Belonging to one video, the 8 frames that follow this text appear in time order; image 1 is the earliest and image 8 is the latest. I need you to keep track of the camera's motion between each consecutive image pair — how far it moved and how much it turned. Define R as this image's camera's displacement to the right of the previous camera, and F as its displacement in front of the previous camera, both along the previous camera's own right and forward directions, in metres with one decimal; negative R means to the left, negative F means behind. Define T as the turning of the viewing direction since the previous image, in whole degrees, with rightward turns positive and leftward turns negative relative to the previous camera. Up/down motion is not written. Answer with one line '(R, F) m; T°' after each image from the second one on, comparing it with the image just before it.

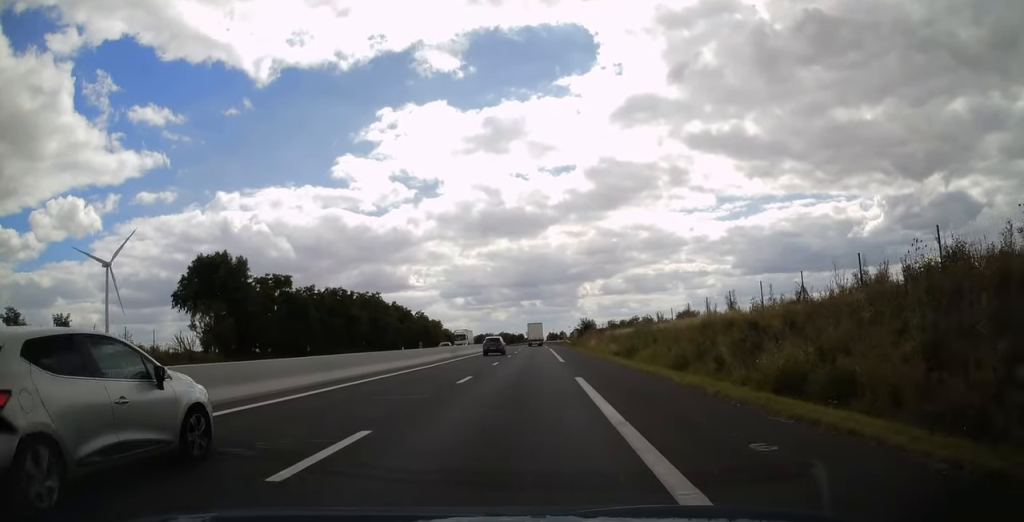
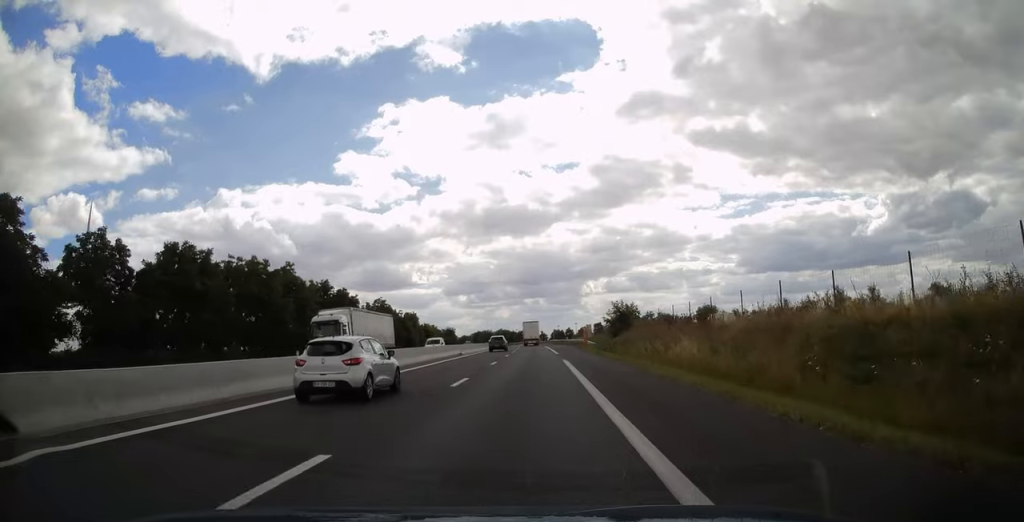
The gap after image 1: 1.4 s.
(+0.2, +41.5) m; 0°
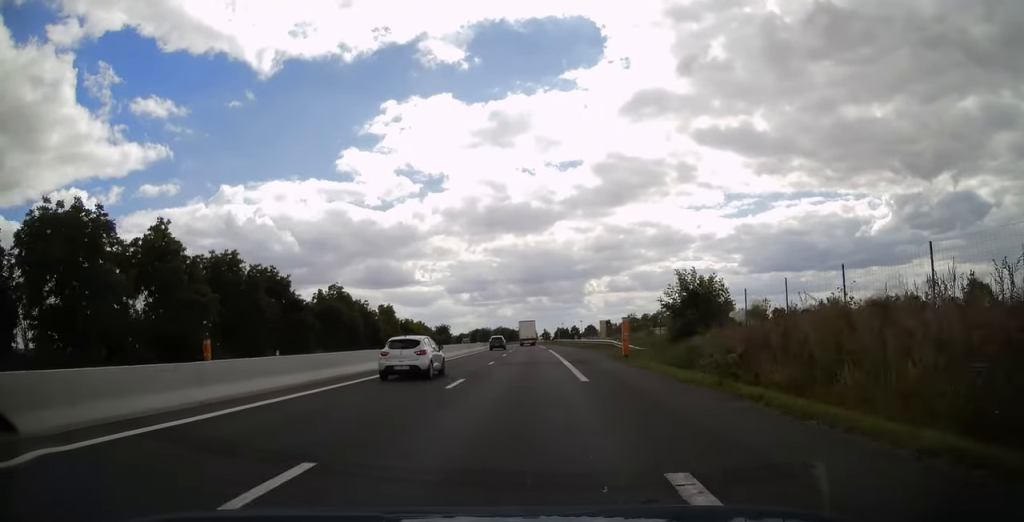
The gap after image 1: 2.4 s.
(-0.1, +26.8) m; 0°
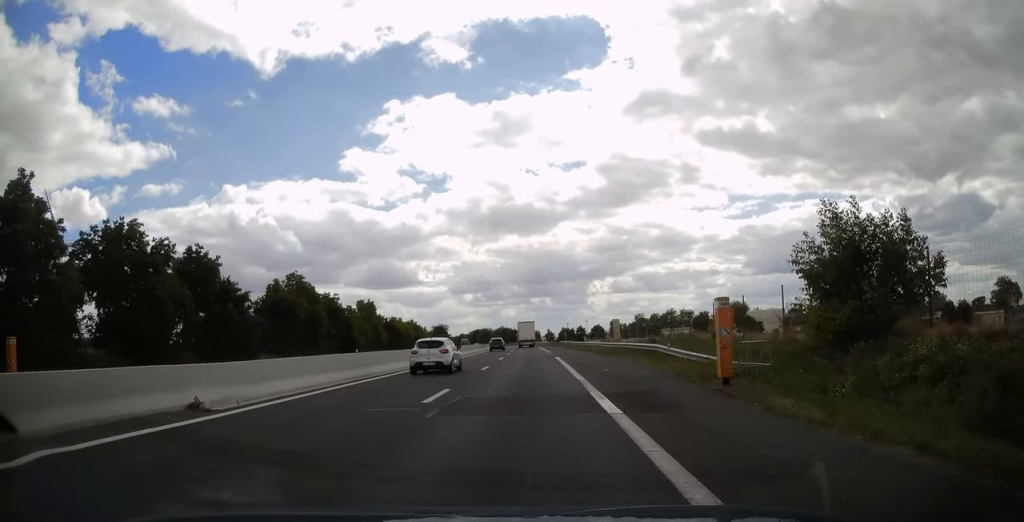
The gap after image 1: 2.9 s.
(0.0, +16.4) m; 0°
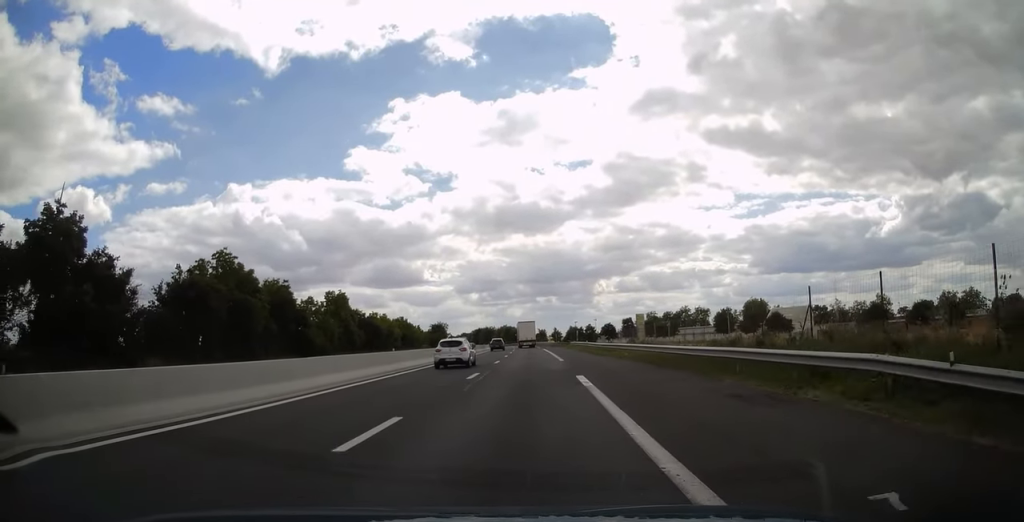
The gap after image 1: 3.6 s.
(0.0, +18.7) m; 0°
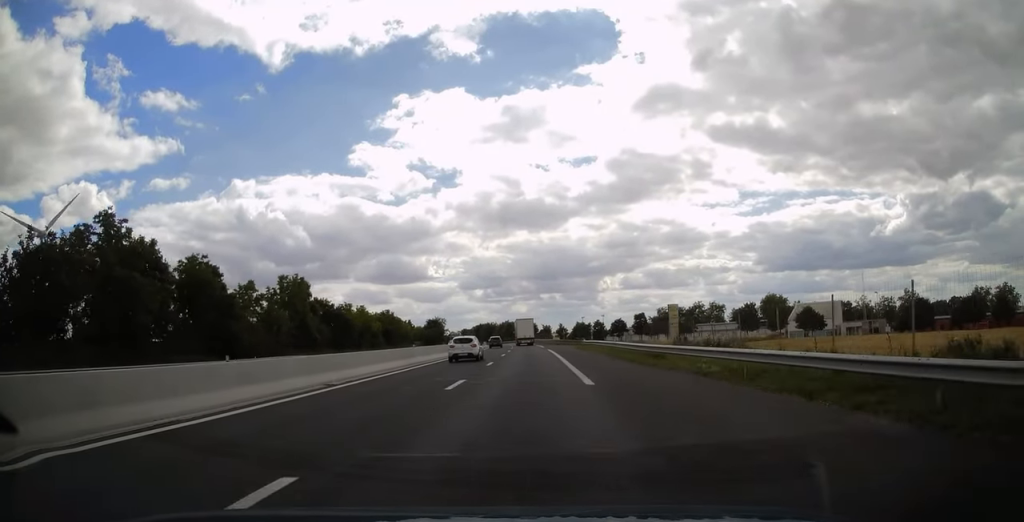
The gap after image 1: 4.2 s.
(0.0, +17.8) m; -1°
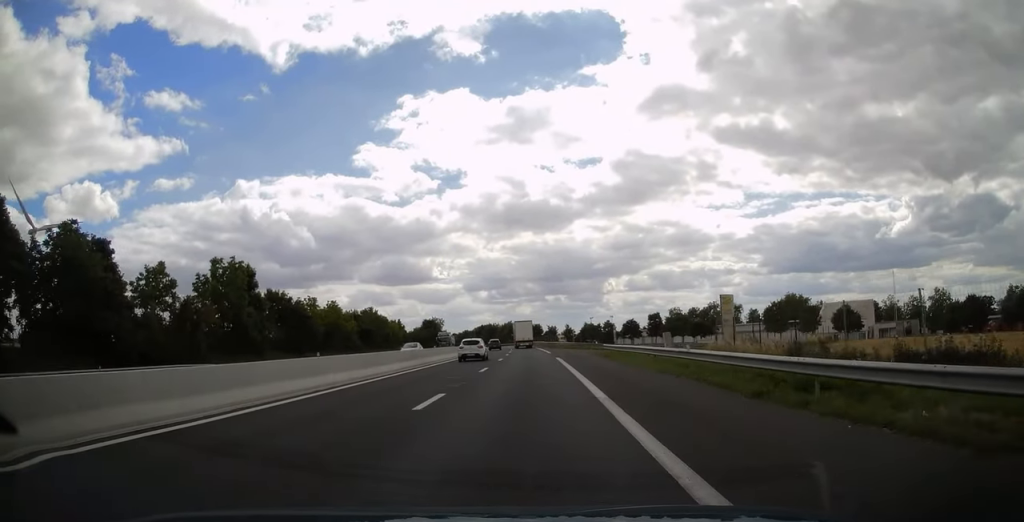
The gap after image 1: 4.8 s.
(-0.2, +16.9) m; -1°
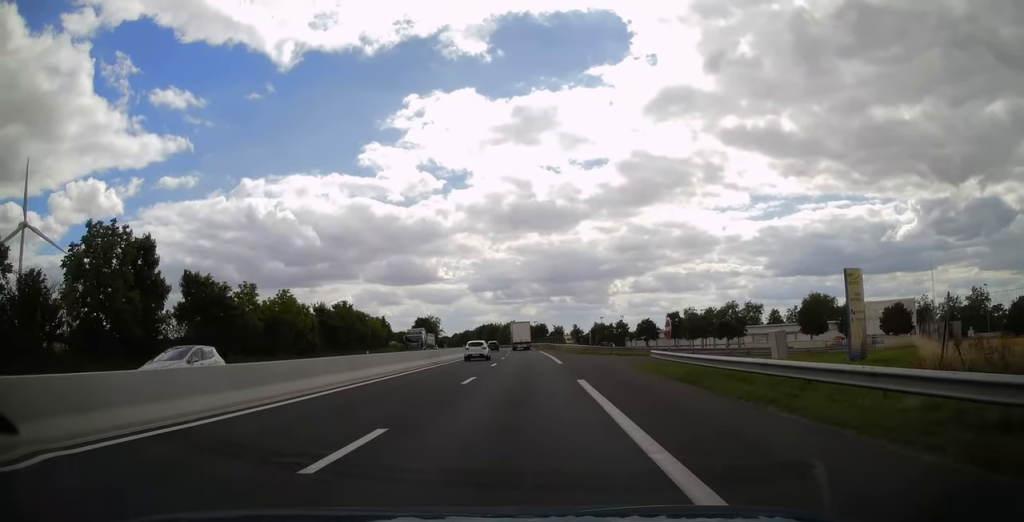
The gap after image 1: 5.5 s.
(-0.1, +18.8) m; -1°
